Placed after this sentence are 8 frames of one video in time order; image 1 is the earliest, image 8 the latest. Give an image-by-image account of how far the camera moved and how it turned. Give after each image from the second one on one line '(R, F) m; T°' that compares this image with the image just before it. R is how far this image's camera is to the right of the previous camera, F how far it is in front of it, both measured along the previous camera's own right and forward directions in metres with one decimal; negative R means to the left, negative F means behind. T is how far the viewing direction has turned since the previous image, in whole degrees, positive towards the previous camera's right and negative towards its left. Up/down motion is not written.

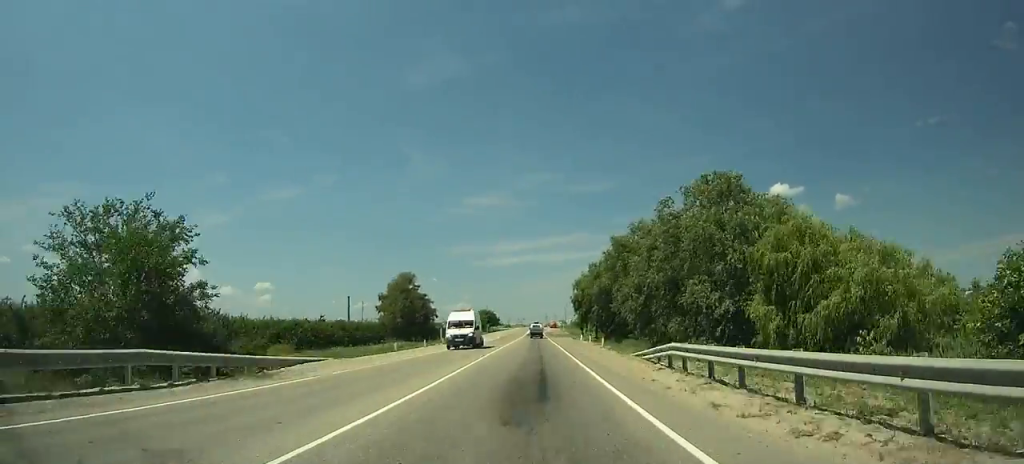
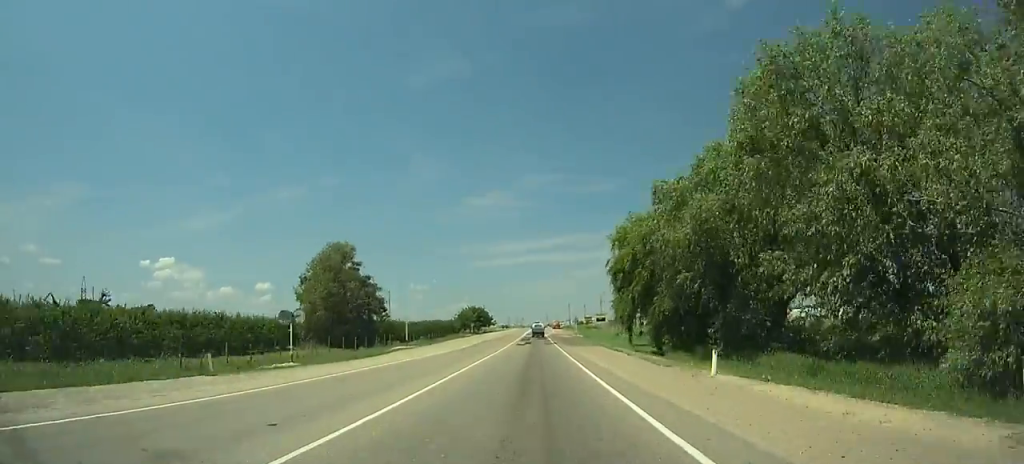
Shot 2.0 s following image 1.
(-0.1, +43.1) m; 0°
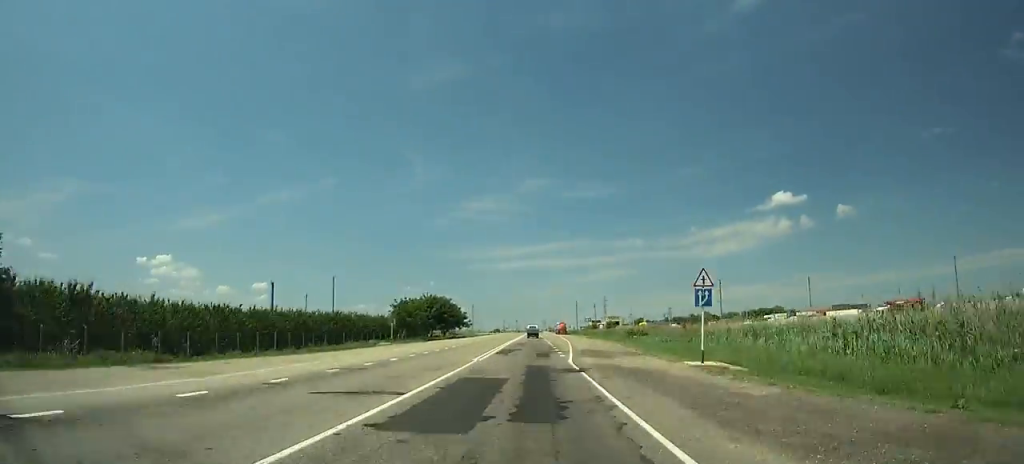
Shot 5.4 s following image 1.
(+0.1, +73.8) m; 0°
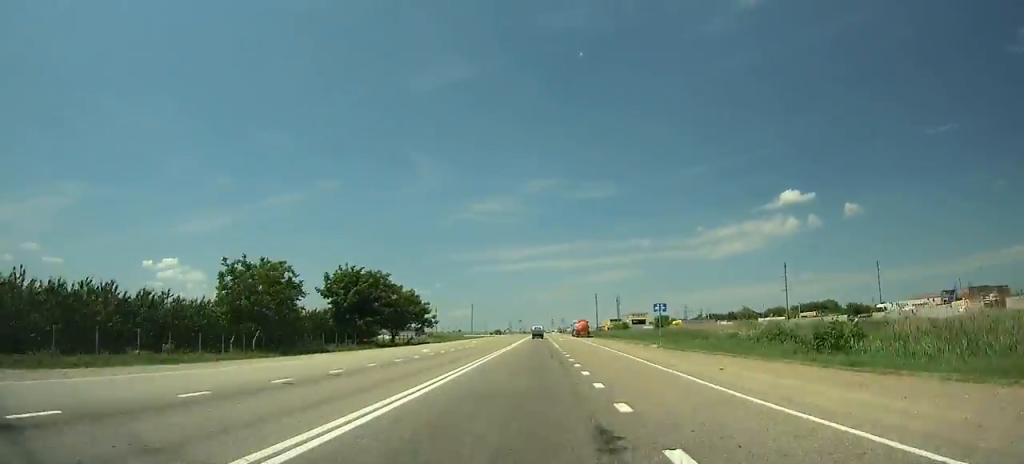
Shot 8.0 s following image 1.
(-0.1, +56.4) m; 0°
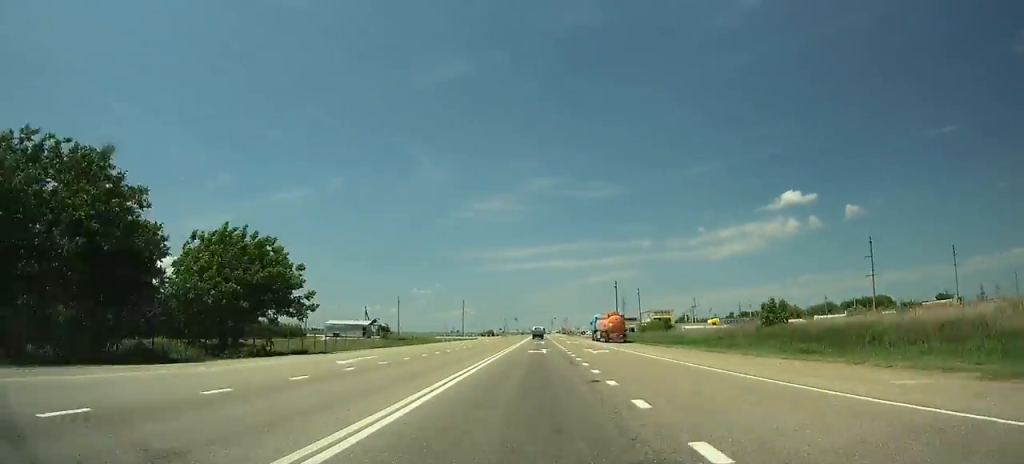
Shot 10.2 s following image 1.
(-0.1, +47.8) m; 0°
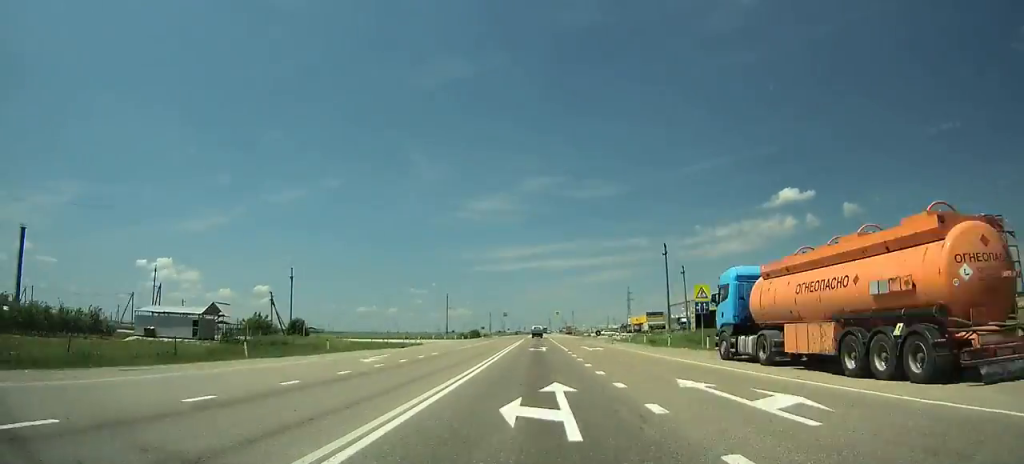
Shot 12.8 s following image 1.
(+0.2, +56.4) m; 0°
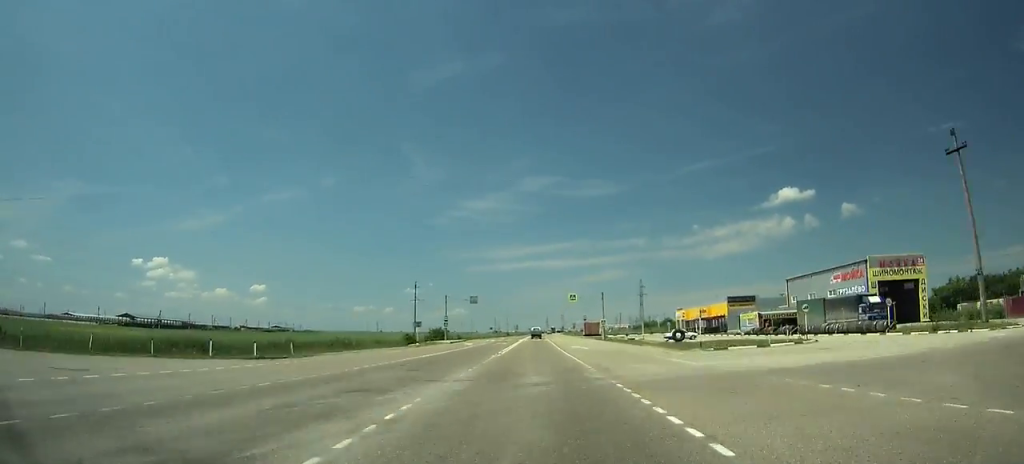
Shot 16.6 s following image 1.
(0.0, +82.2) m; 0°
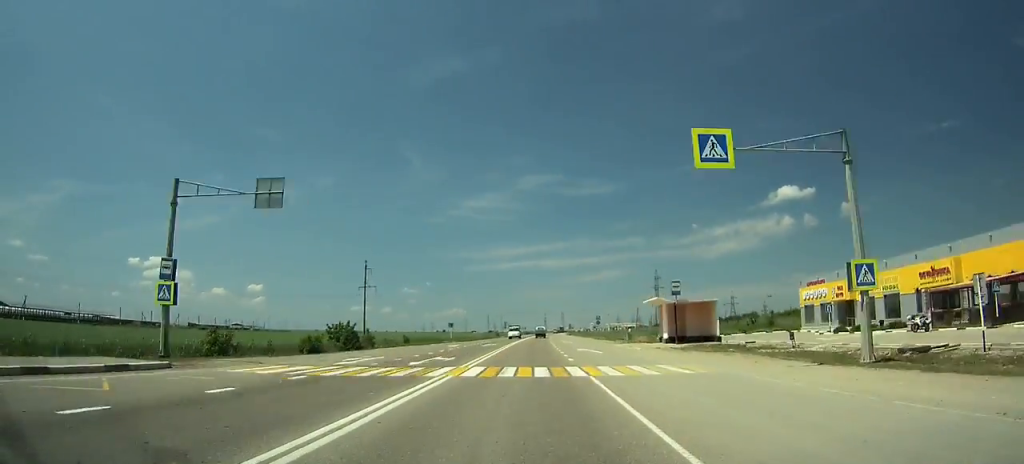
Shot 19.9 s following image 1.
(+0.3, +71.1) m; 0°
